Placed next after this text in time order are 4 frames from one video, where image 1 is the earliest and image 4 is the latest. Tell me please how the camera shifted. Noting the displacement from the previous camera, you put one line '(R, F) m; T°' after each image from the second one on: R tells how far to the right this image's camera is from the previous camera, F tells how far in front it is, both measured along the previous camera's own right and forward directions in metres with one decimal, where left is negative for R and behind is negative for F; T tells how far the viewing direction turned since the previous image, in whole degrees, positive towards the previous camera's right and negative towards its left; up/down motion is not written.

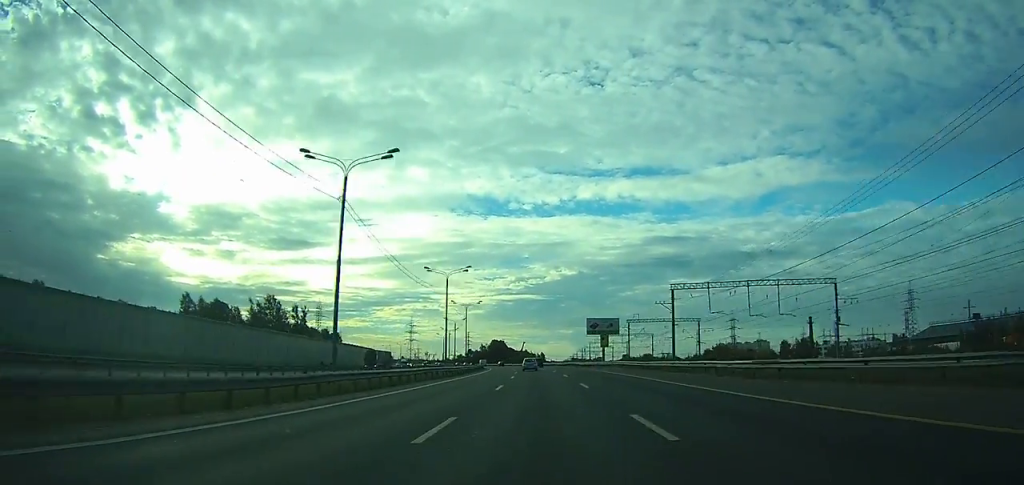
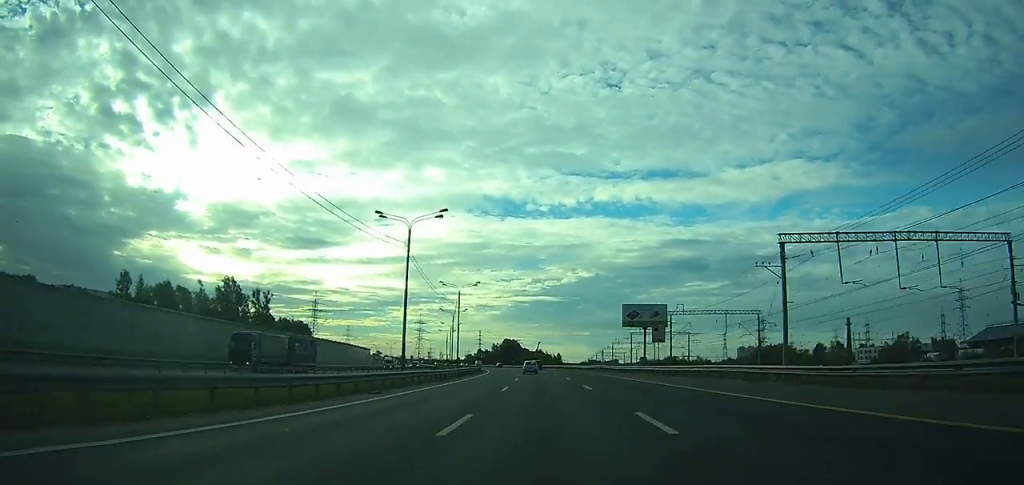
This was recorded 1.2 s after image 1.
(-0.4, +28.9) m; -1°
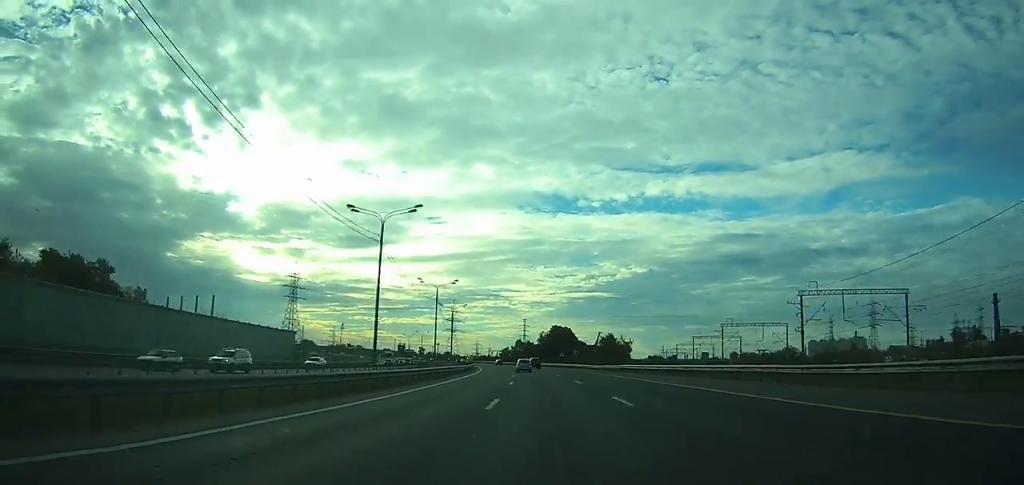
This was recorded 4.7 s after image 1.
(-3.1, +87.1) m; -4°
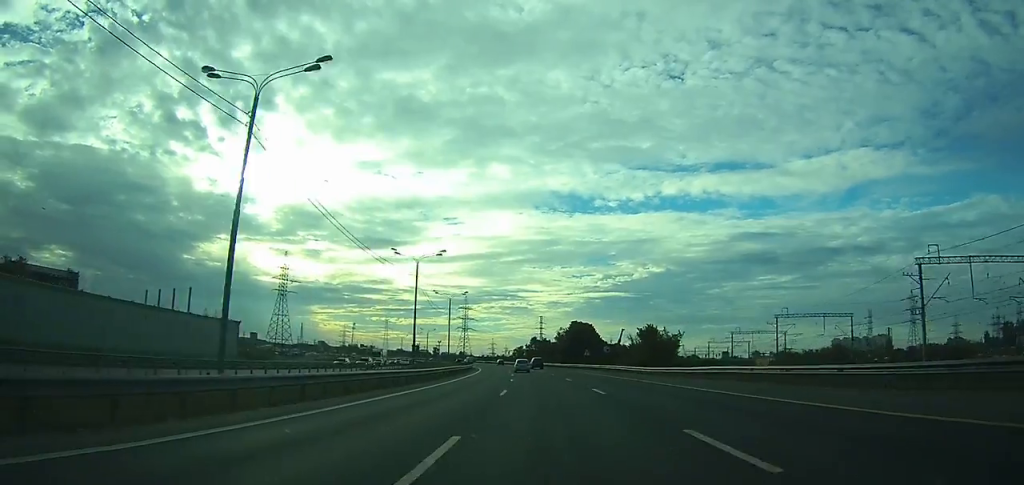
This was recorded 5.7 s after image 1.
(-0.3, +23.6) m; -2°
